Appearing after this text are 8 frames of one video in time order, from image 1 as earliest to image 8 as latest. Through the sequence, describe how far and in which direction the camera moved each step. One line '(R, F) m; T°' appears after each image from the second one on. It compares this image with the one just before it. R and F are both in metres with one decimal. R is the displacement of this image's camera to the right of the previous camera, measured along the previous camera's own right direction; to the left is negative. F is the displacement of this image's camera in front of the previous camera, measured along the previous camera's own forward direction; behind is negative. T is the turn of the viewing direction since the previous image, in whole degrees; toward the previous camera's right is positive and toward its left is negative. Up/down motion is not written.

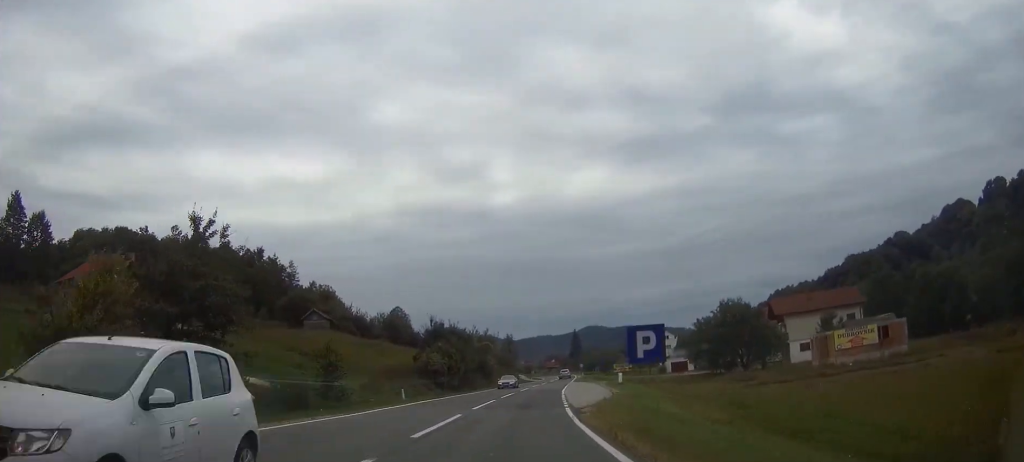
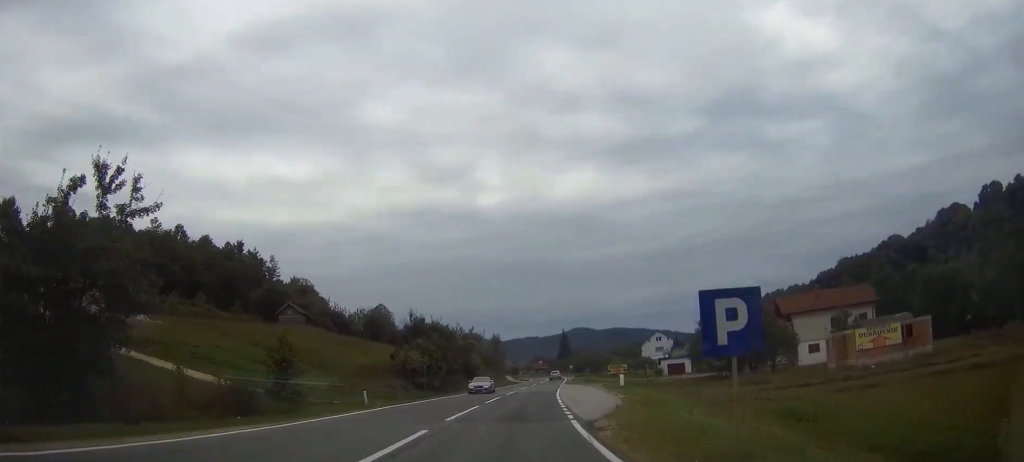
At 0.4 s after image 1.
(0.0, +7.1) m; +1°
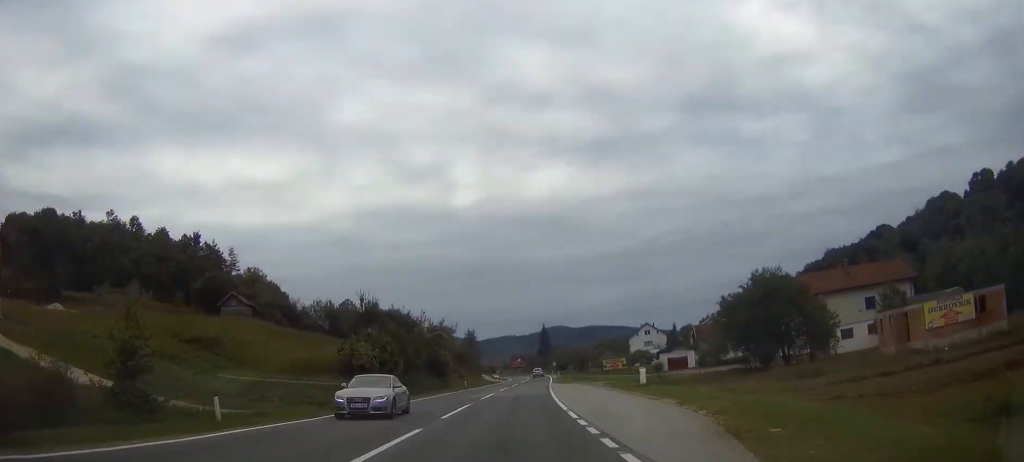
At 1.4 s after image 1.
(+0.3, +15.1) m; +2°
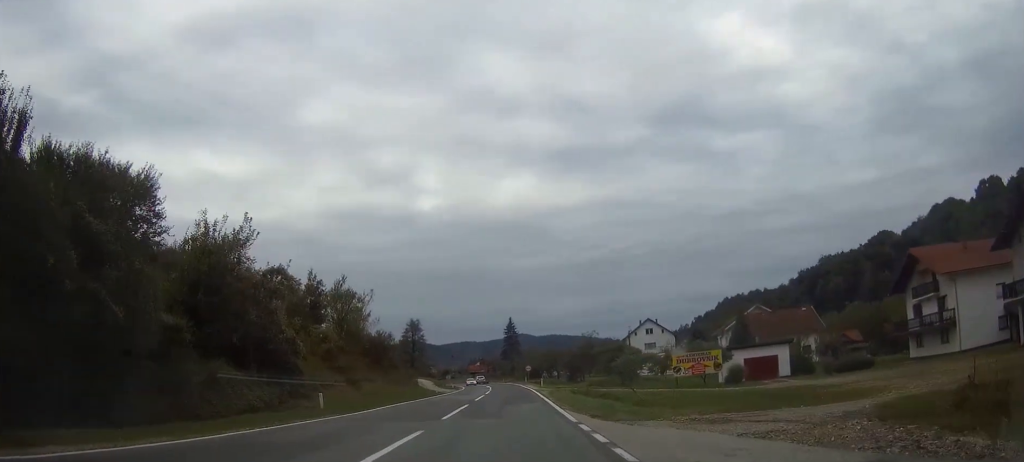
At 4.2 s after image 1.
(+1.1, +46.3) m; +3°
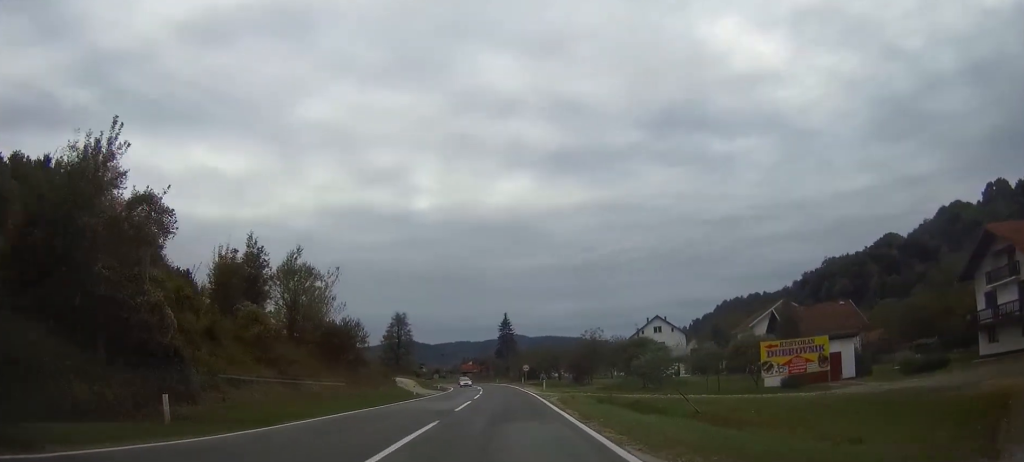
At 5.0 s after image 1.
(+0.1, +12.5) m; 0°
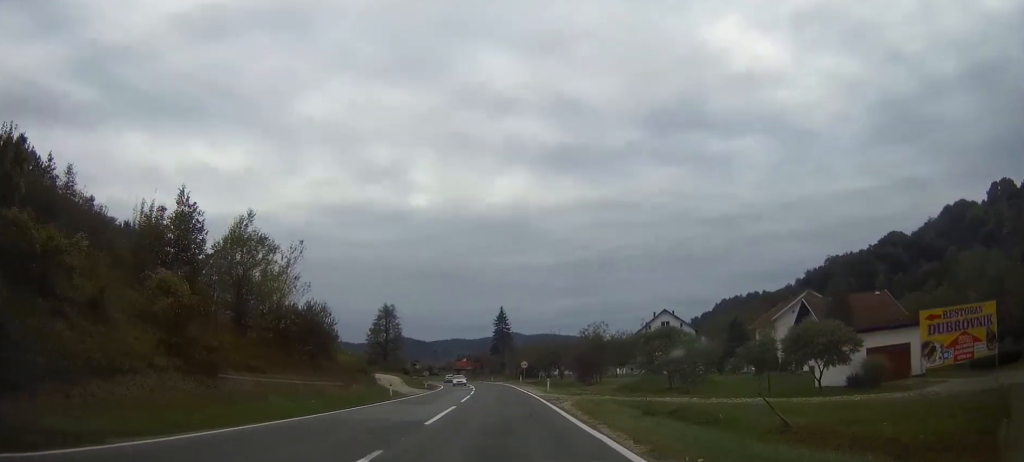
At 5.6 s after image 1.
(0.0, +9.3) m; 0°
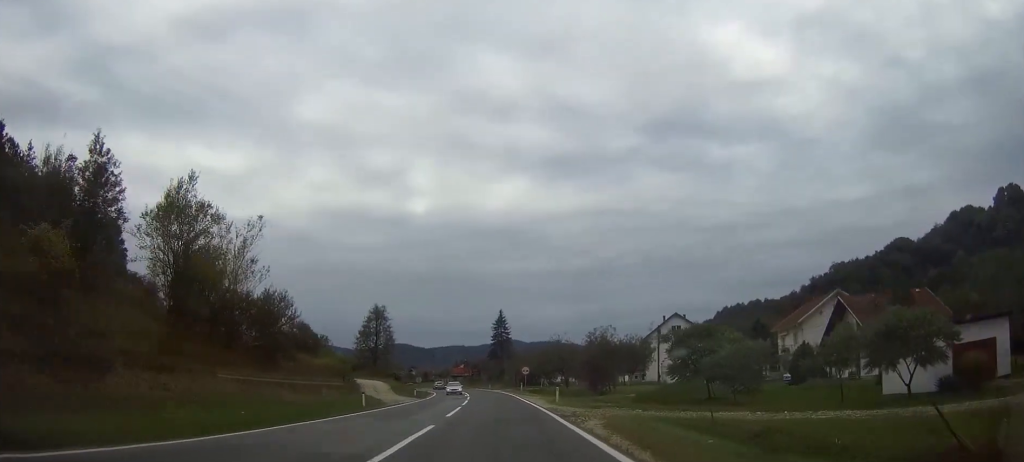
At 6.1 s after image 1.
(-0.1, +8.2) m; 0°
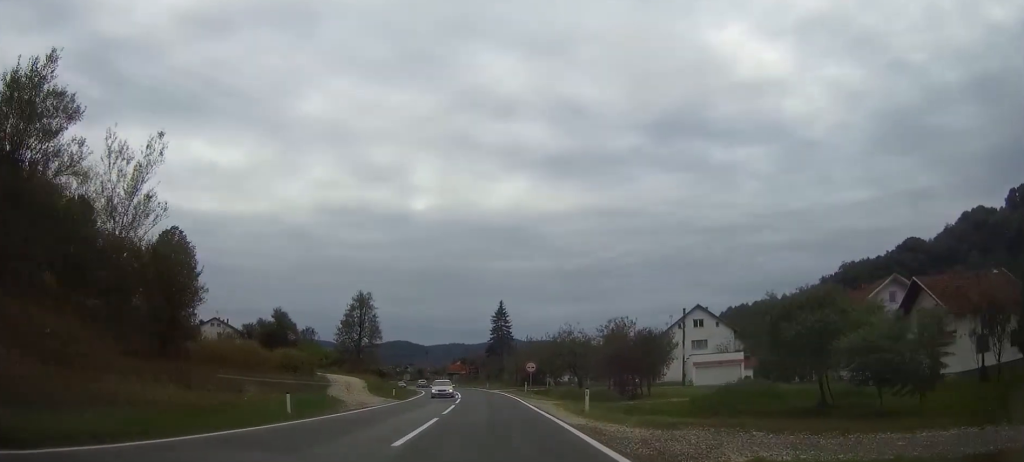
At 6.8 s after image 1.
(0.0, +12.7) m; 0°
